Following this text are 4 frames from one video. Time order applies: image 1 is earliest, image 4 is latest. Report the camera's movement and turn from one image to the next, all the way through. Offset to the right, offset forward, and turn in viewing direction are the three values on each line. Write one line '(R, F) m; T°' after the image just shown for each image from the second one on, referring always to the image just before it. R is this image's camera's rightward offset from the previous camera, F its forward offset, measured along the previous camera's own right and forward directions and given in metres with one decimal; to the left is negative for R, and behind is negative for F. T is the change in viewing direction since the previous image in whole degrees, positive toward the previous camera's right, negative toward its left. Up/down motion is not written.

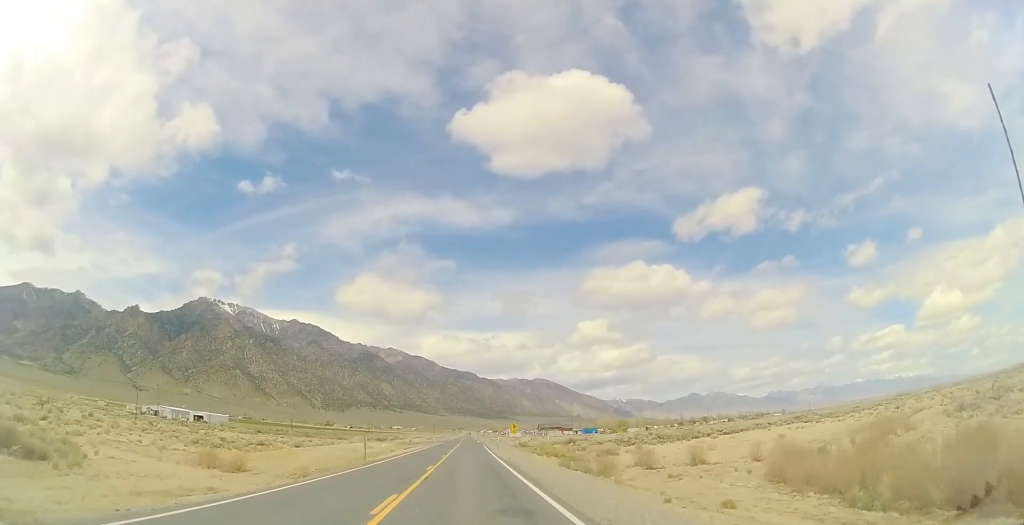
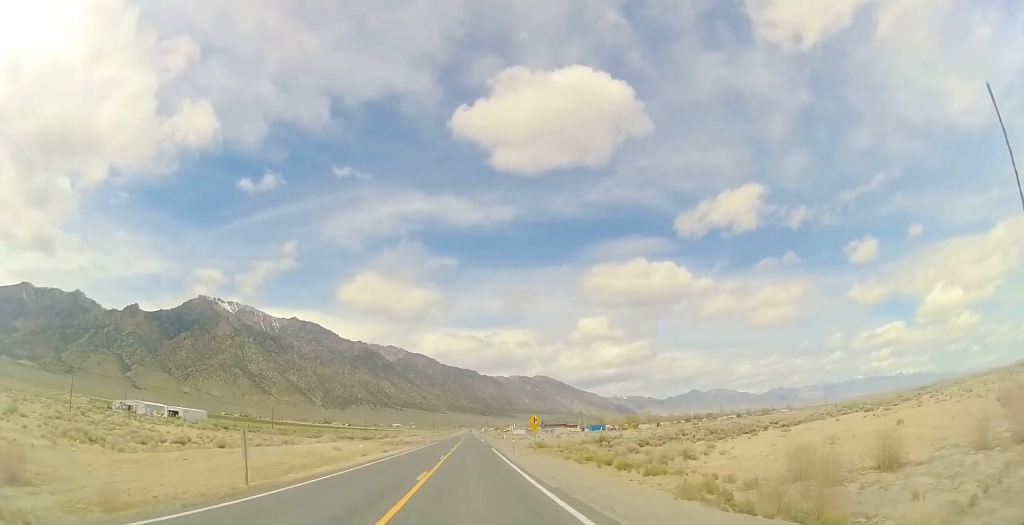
(+0.6, +19.7) m; 0°
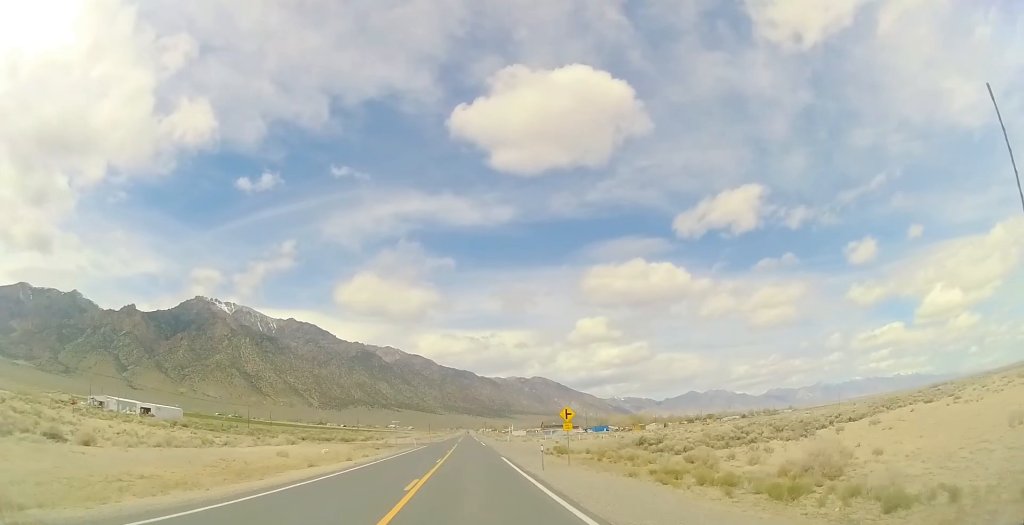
(-0.5, +16.7) m; -1°
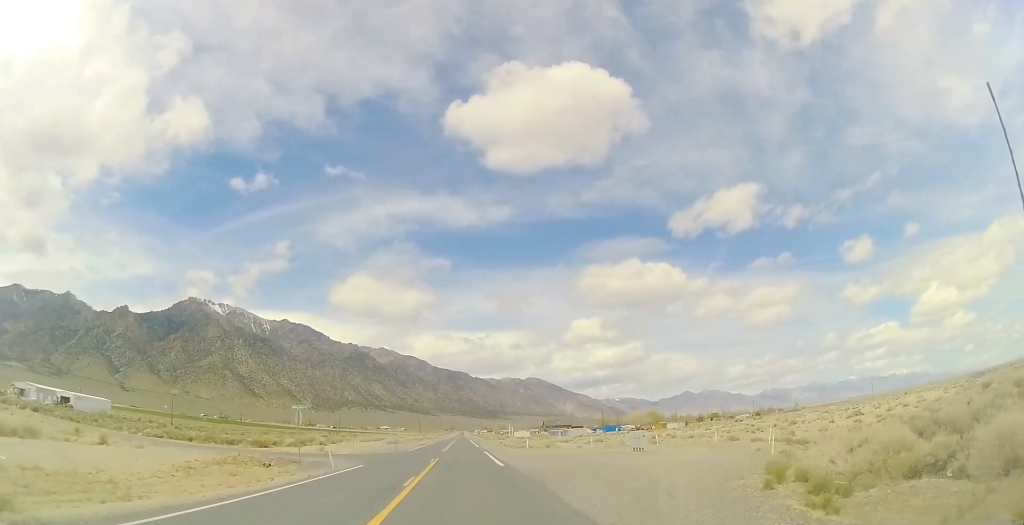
(-0.1, +39.3) m; +1°
